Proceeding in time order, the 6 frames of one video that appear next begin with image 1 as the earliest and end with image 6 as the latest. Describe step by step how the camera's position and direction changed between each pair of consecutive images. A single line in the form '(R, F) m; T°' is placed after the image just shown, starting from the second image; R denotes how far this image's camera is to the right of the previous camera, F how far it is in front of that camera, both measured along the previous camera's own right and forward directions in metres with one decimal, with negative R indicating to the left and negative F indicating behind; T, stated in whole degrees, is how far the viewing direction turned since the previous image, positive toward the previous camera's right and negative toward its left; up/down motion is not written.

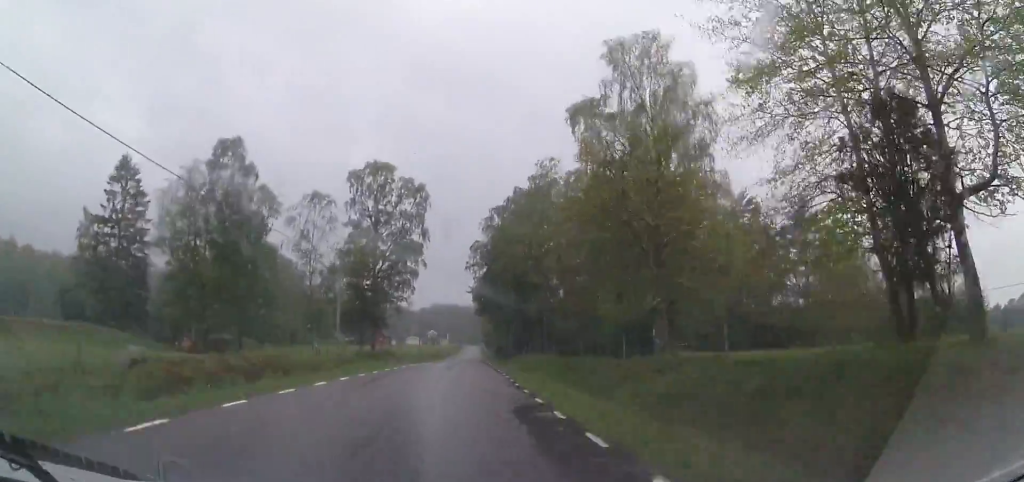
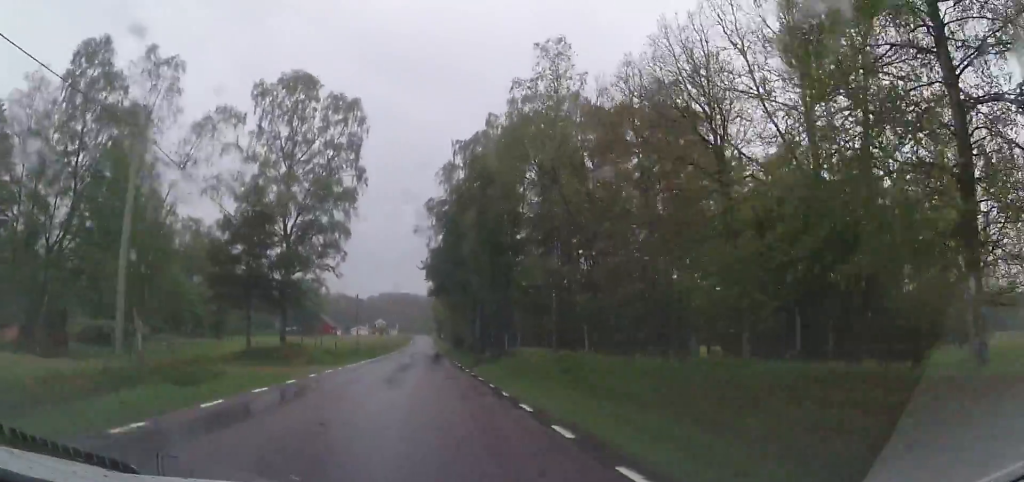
(+0.9, +18.1) m; +6°
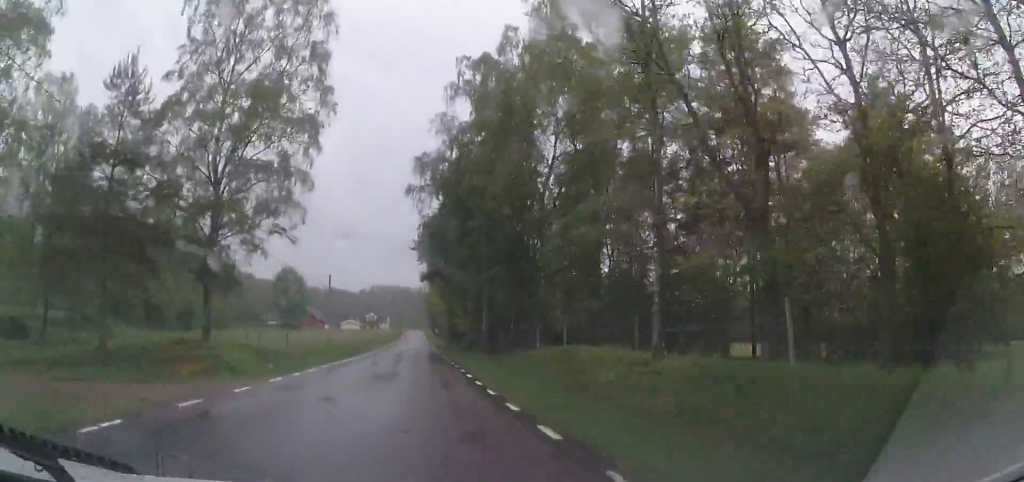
(+0.5, +12.8) m; +2°
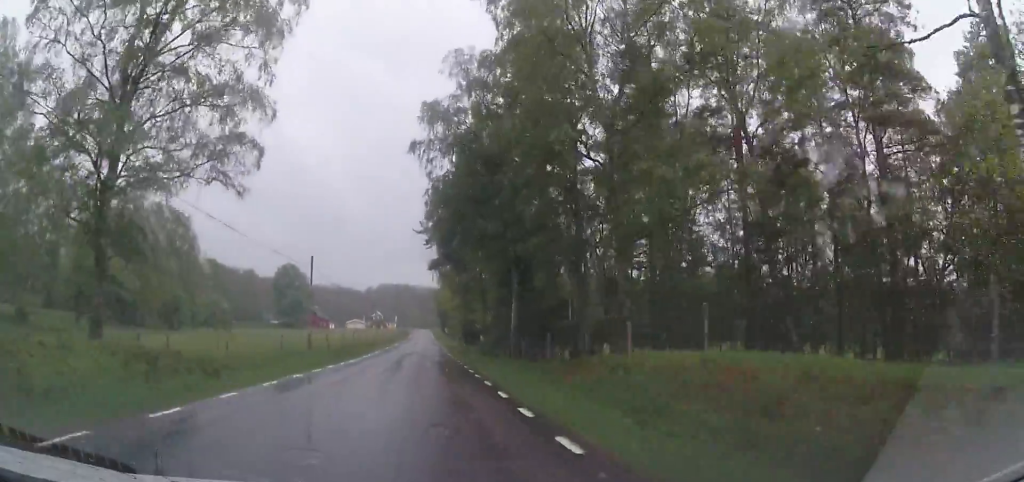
(-0.2, +10.4) m; +1°
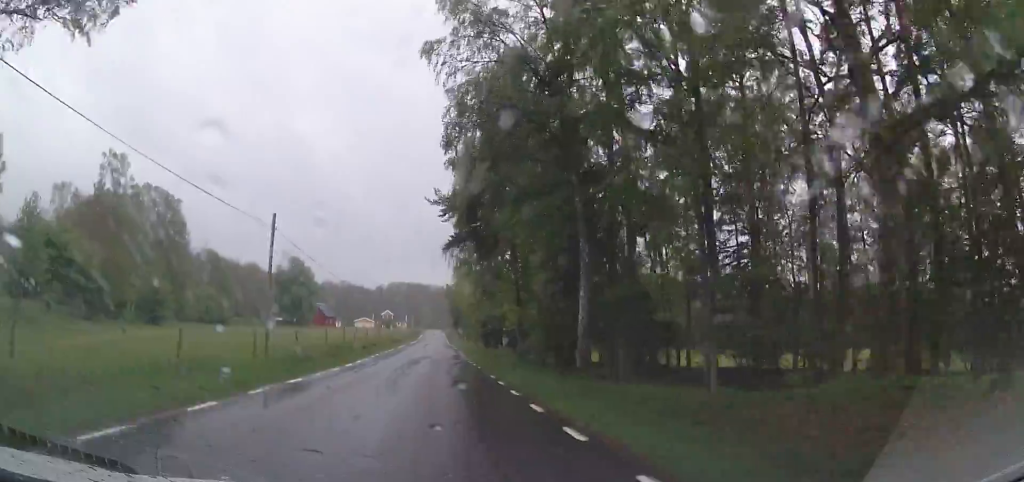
(+0.3, +12.2) m; +1°
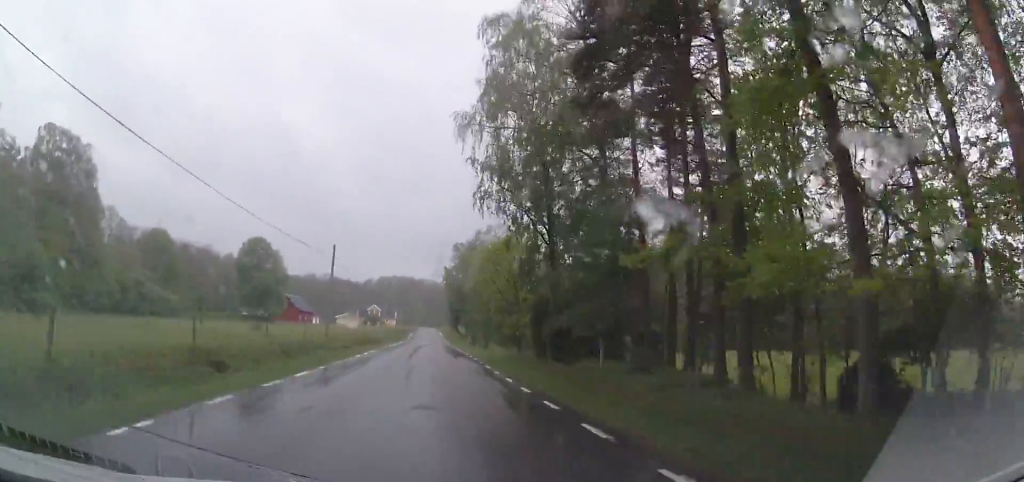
(+0.1, +33.2) m; -1°
